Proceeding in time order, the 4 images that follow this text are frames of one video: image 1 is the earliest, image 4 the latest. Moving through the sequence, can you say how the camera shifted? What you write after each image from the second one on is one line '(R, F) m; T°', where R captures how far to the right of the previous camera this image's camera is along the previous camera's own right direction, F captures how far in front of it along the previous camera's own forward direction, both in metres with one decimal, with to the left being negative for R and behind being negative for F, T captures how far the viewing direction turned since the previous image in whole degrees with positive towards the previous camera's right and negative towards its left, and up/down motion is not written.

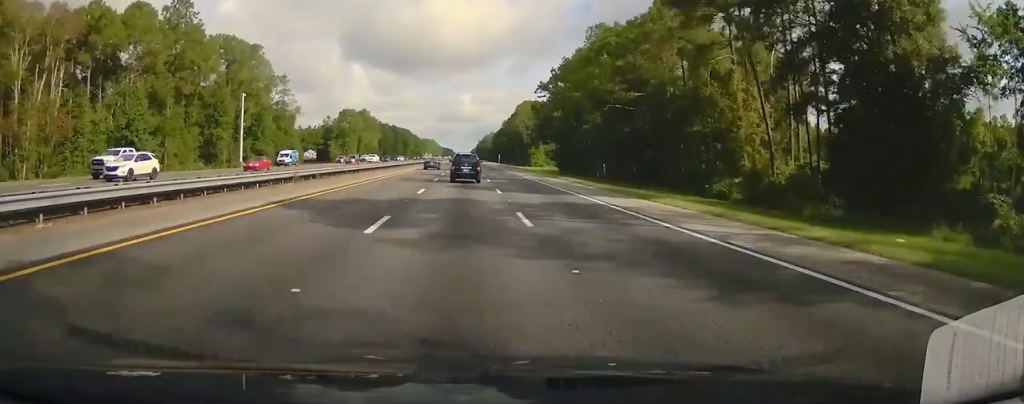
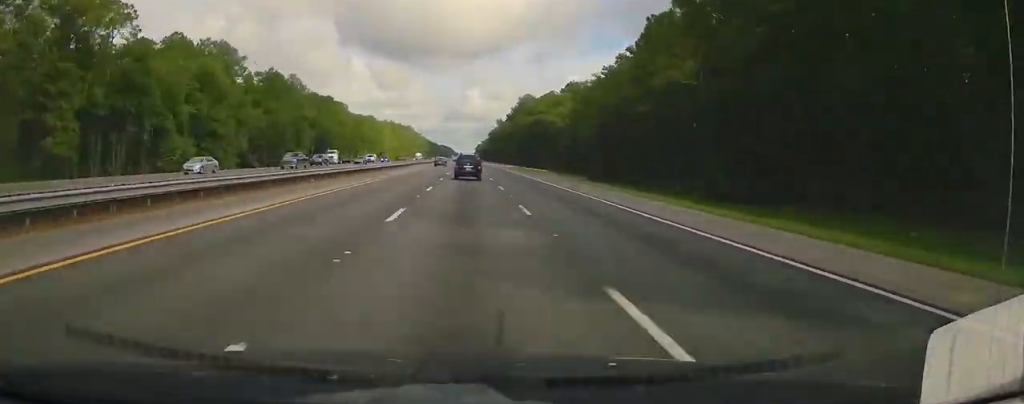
(+0.5, +313.1) m; 0°
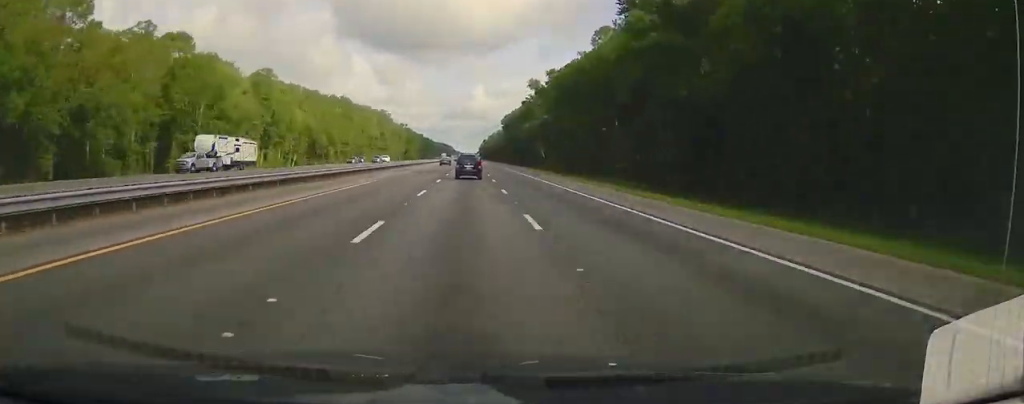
(-0.6, +138.8) m; 0°
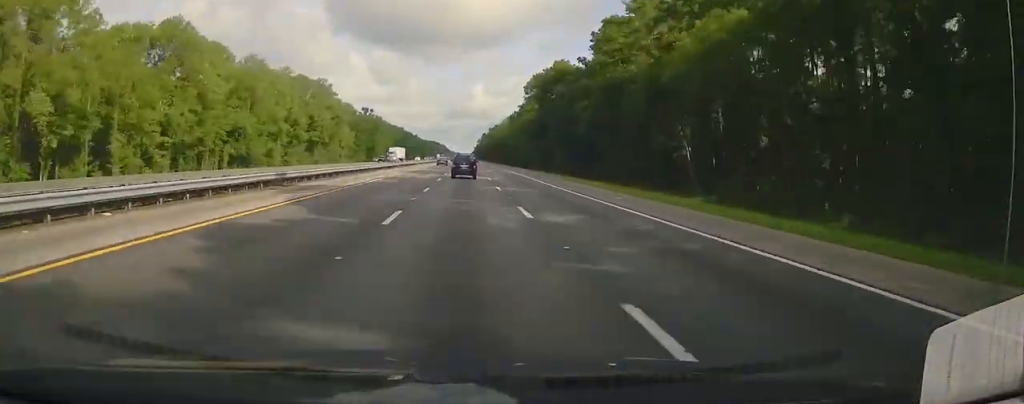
(+0.2, +126.5) m; 0°
